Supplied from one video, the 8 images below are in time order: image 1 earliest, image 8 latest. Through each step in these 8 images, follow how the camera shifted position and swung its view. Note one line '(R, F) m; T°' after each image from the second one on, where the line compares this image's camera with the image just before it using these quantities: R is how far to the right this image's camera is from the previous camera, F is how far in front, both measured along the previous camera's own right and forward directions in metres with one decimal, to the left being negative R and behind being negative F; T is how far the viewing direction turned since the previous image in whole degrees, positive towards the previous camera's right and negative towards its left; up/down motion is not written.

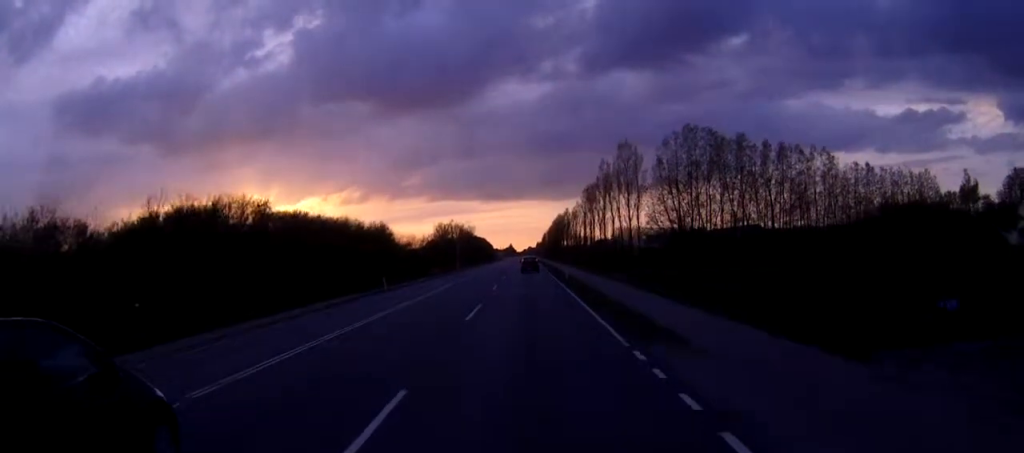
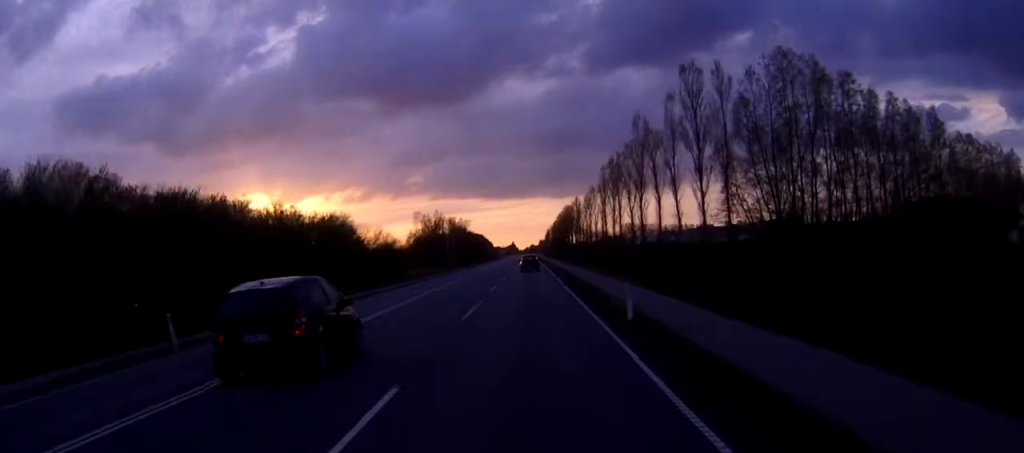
(+0.4, +30.0) m; +1°
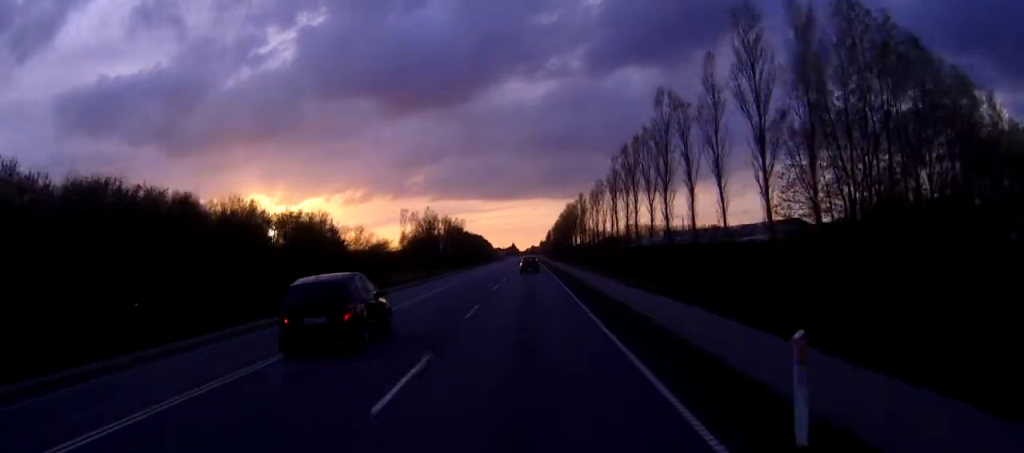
(0.0, +11.6) m; 0°
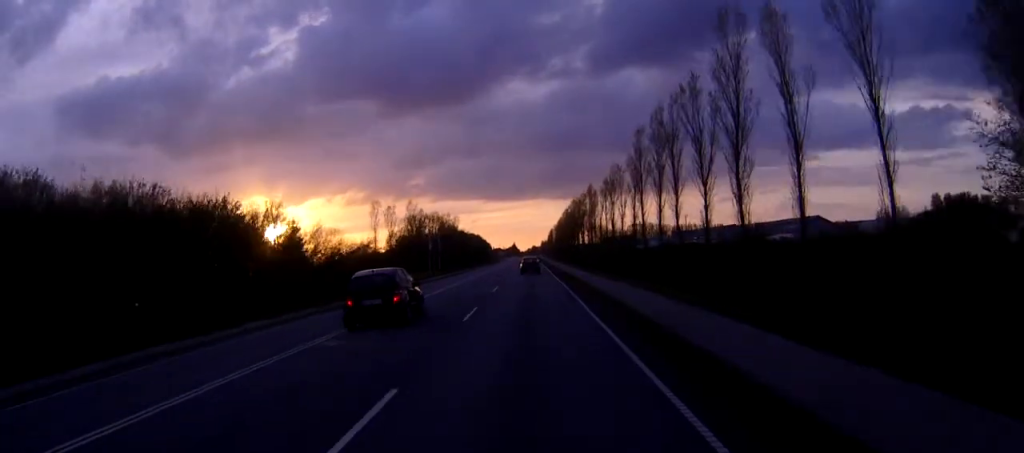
(0.0, +18.5) m; 0°
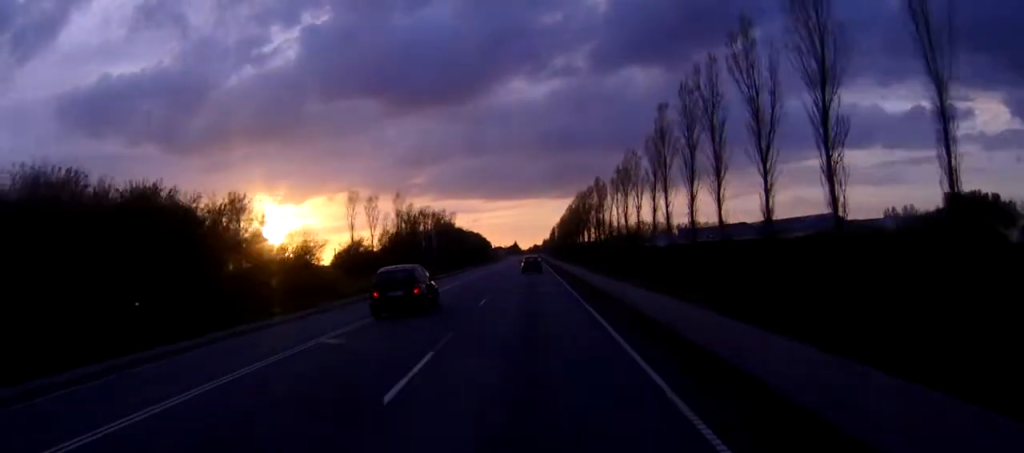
(0.0, +10.8) m; 0°
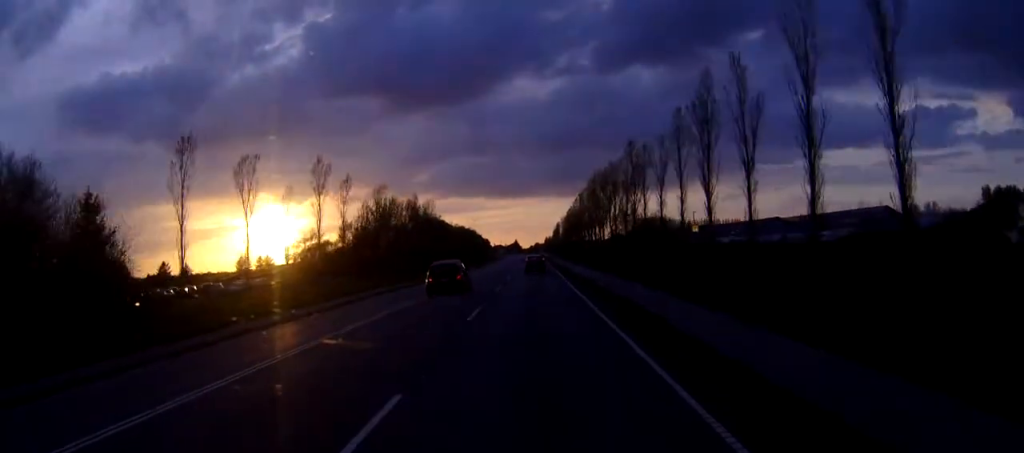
(-0.4, +35.2) m; -1°
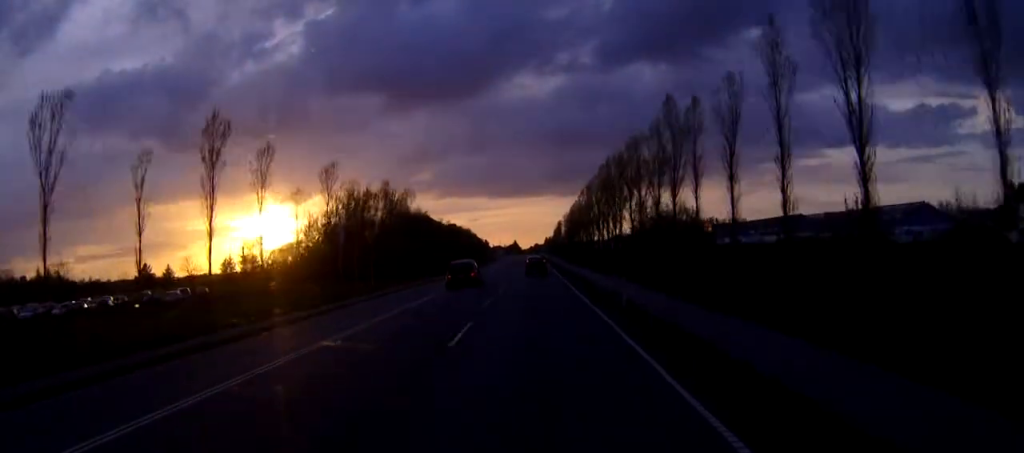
(0.0, +20.3) m; 0°
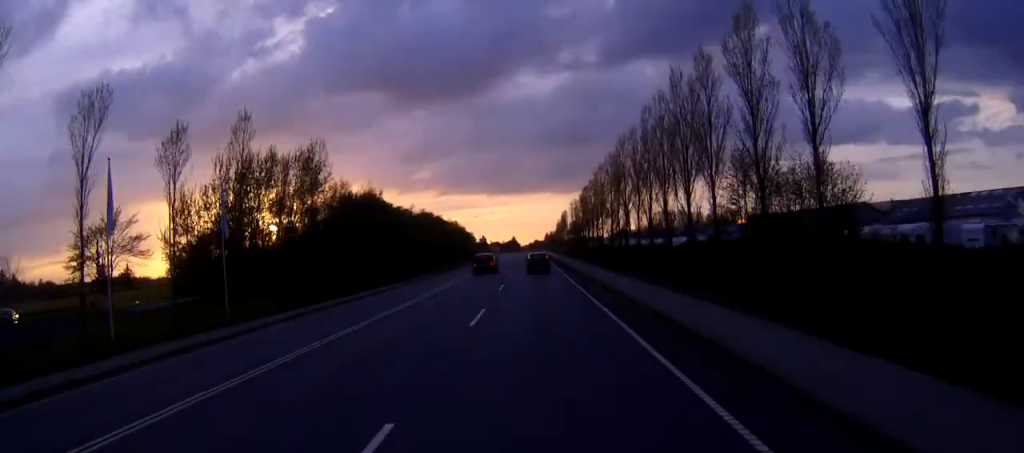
(+0.2, +41.8) m; +1°
